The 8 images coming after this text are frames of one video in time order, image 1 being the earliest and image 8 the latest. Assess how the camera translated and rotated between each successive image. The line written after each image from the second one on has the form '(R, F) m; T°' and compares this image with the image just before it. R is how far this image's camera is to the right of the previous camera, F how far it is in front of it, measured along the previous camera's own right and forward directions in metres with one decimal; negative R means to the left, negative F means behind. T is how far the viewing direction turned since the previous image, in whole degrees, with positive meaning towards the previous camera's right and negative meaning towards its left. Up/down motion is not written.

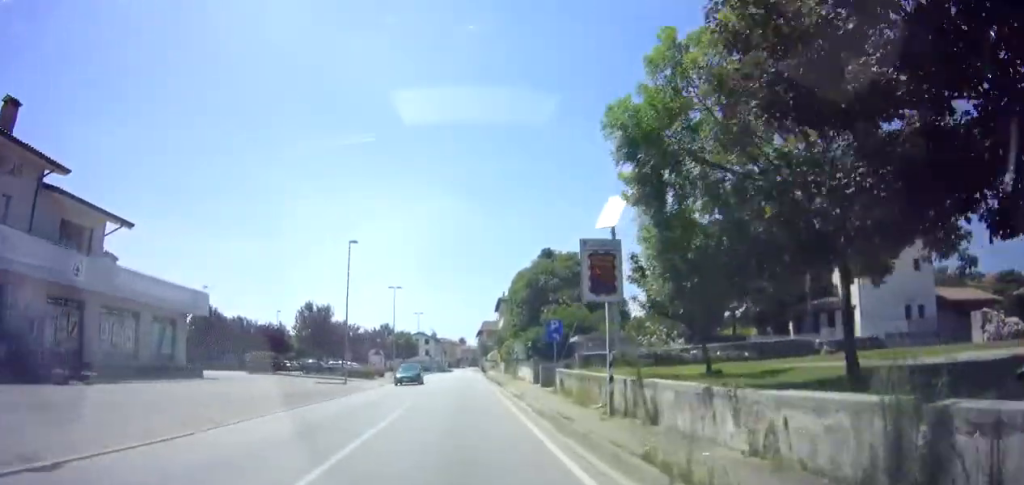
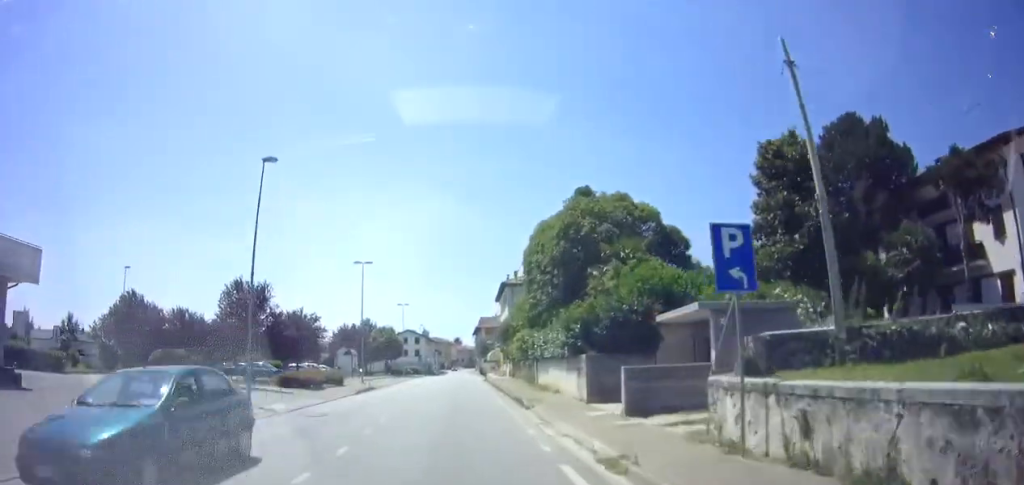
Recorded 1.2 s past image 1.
(0.0, +15.3) m; 0°
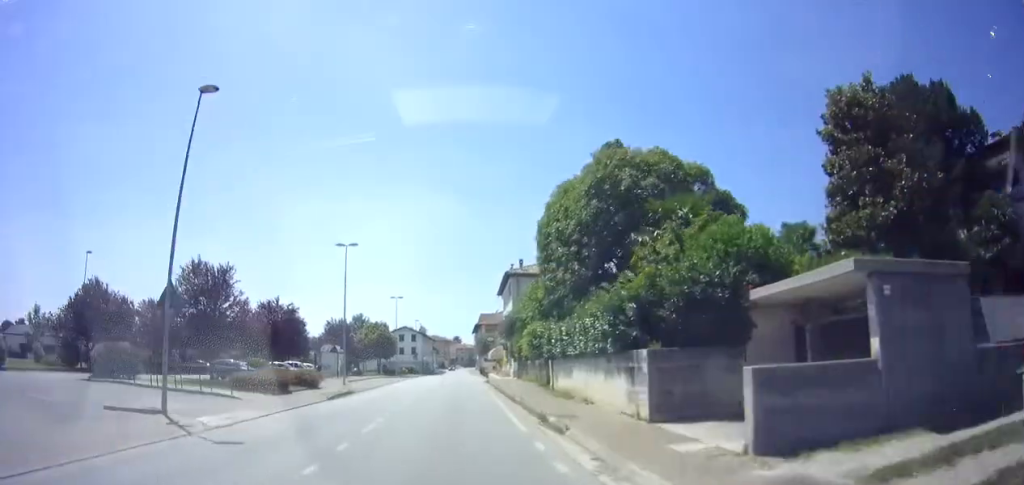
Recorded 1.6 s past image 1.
(0.0, +5.7) m; 0°
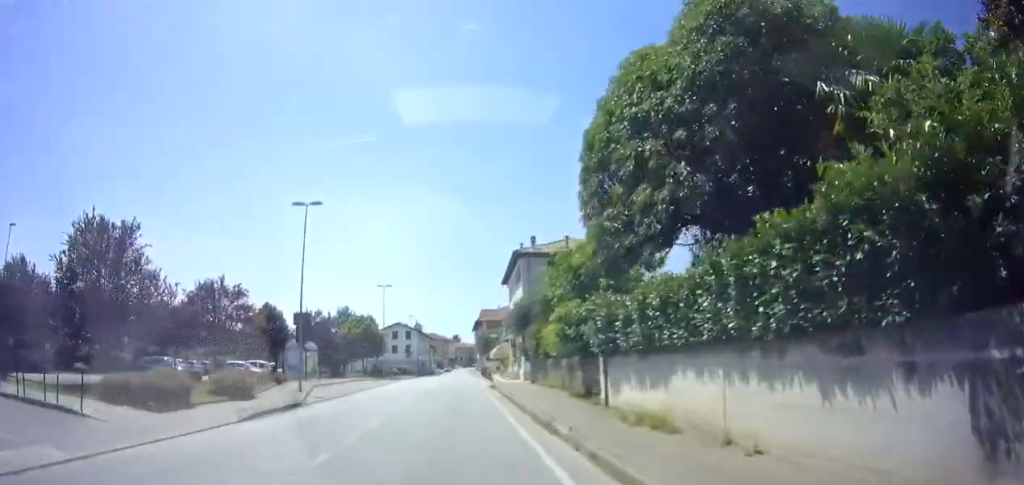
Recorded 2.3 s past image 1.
(0.0, +9.2) m; 0°
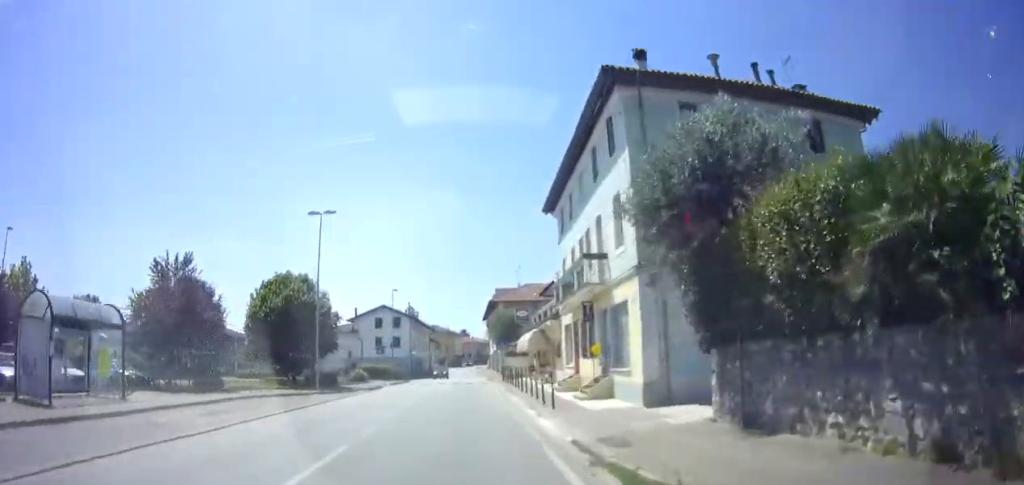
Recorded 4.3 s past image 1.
(-0.4, +26.2) m; -2°
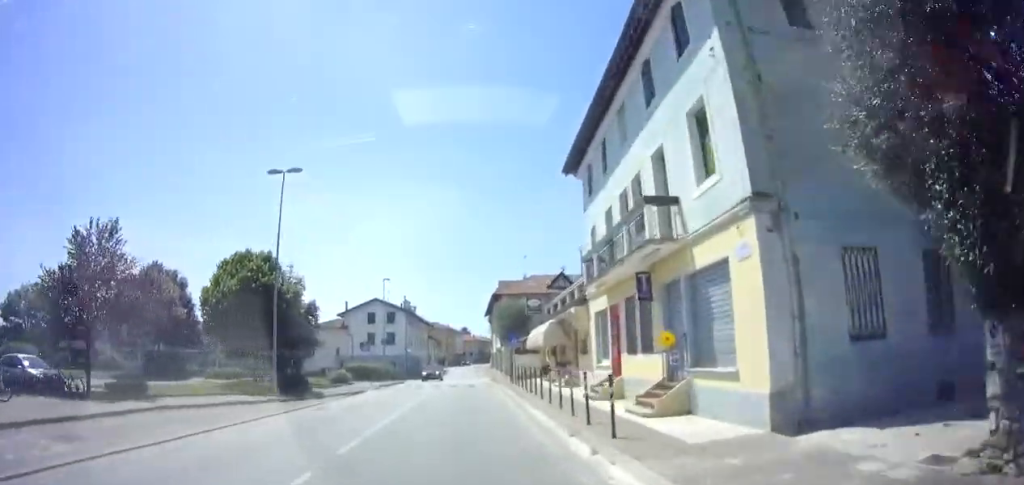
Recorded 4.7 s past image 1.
(-0.2, +6.2) m; 0°
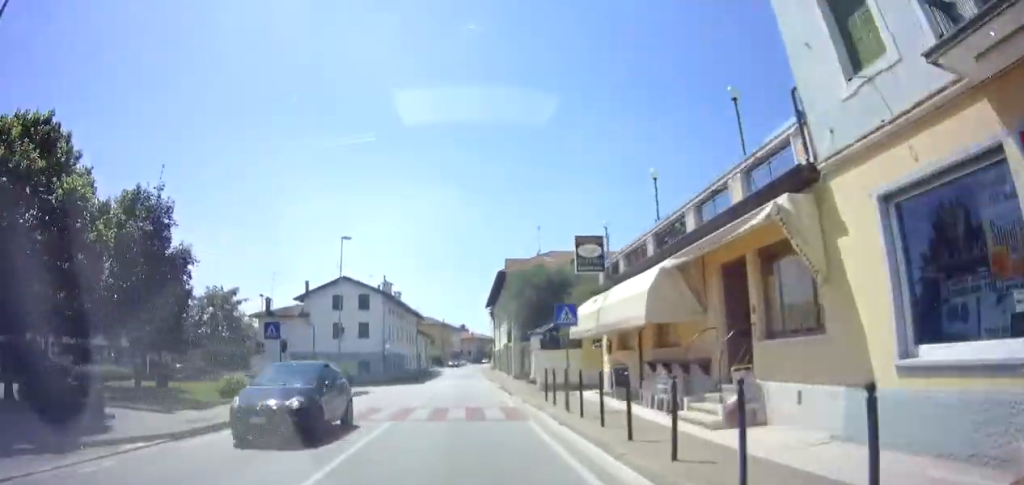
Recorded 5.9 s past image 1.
(+0.6, +15.6) m; +2°
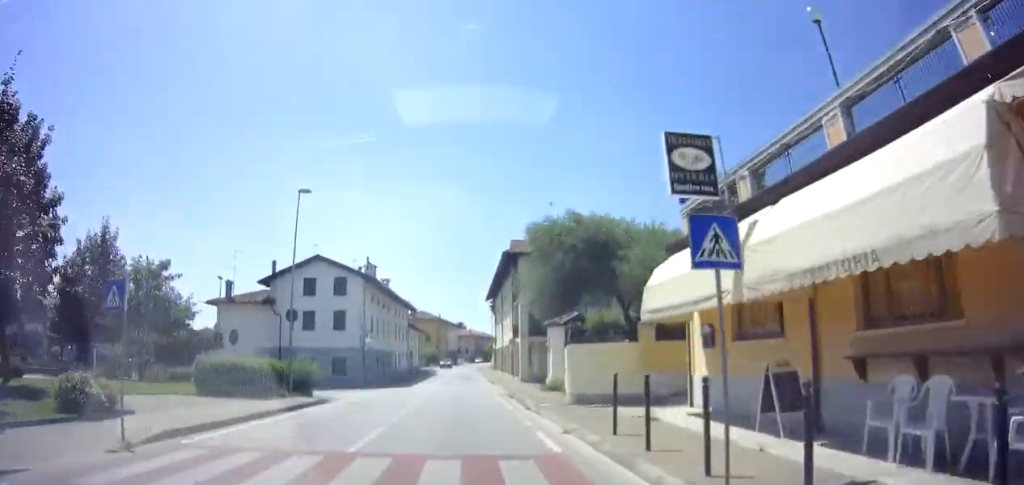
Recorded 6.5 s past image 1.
(0.0, +8.6) m; 0°
